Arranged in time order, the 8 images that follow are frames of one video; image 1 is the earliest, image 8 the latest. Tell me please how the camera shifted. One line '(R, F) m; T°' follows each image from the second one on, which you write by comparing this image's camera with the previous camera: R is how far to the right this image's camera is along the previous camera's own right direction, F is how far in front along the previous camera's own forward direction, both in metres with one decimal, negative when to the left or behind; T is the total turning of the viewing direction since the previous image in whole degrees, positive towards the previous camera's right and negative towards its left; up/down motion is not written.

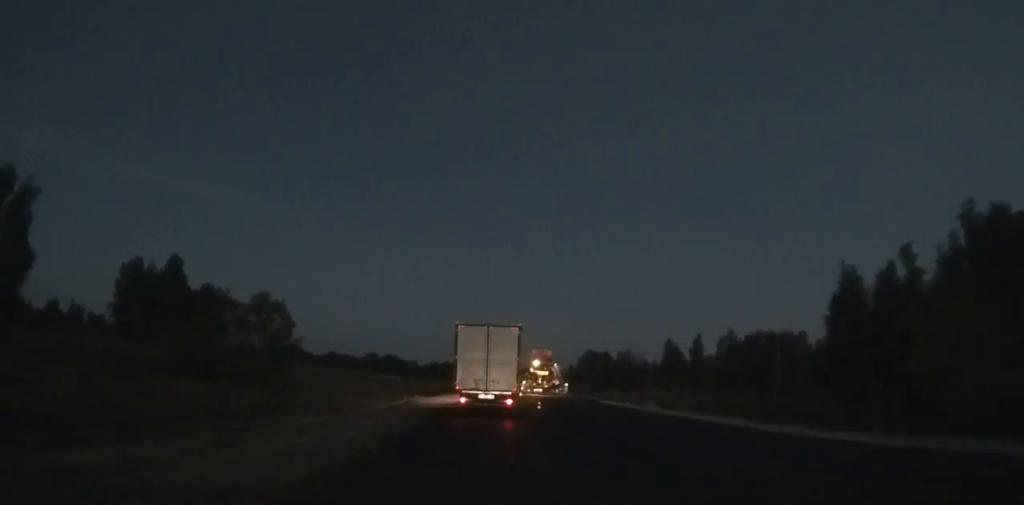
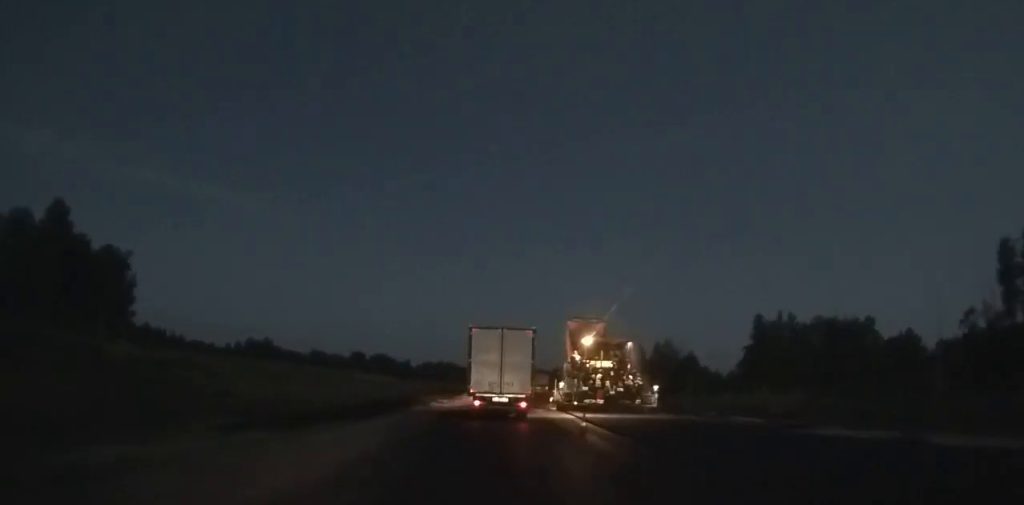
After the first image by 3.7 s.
(-0.2, +38.6) m; 0°
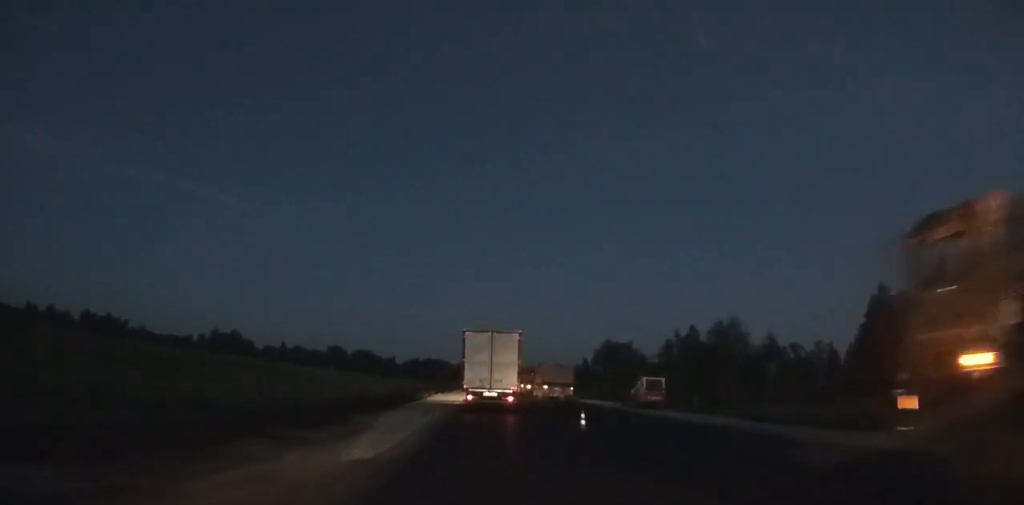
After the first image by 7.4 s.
(+0.5, +38.9) m; +1°
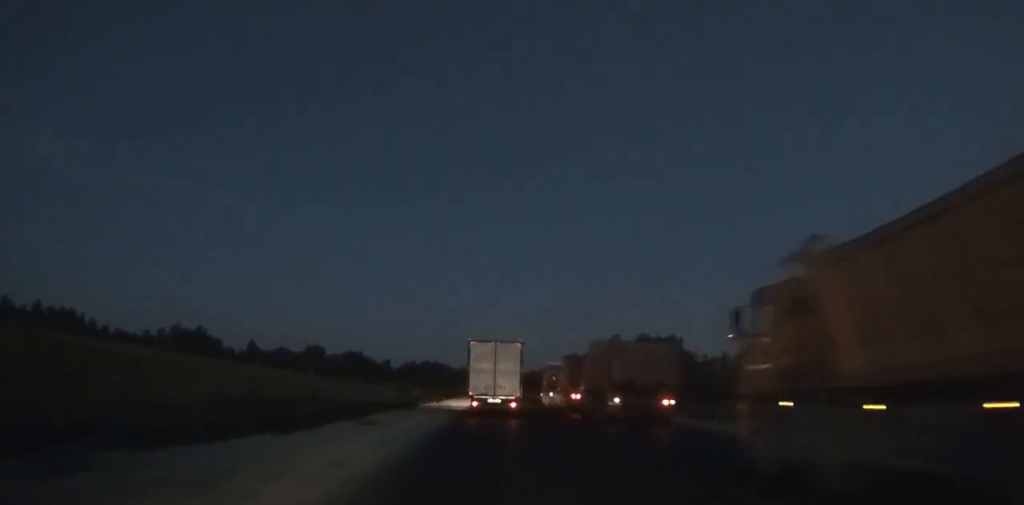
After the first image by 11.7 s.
(-0.8, +48.0) m; -2°
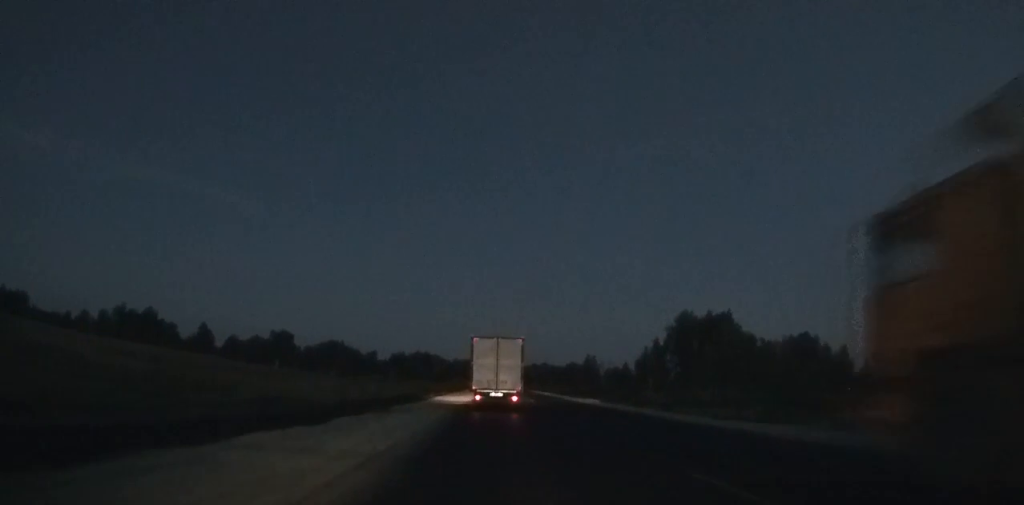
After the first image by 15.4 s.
(0.0, +44.8) m; 0°
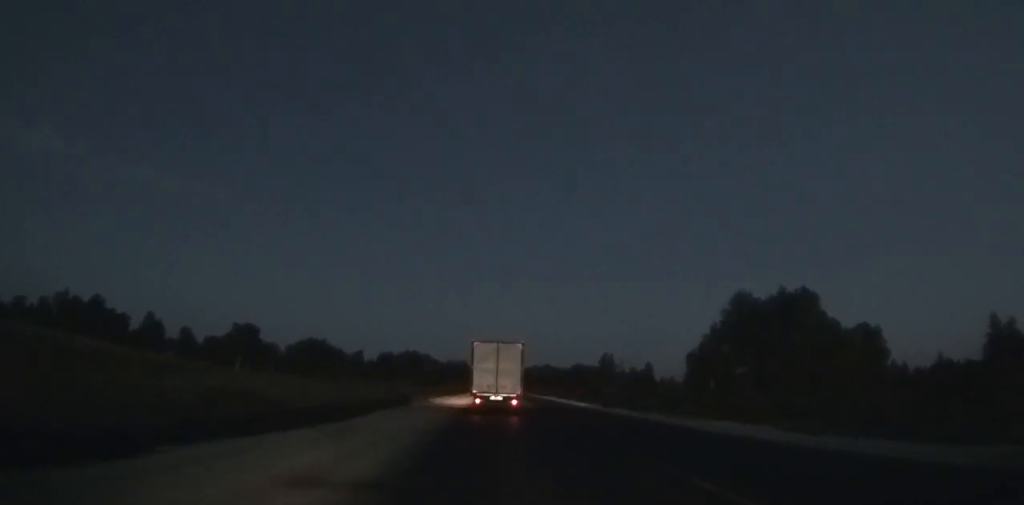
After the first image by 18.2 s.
(+0.1, +36.5) m; 0°
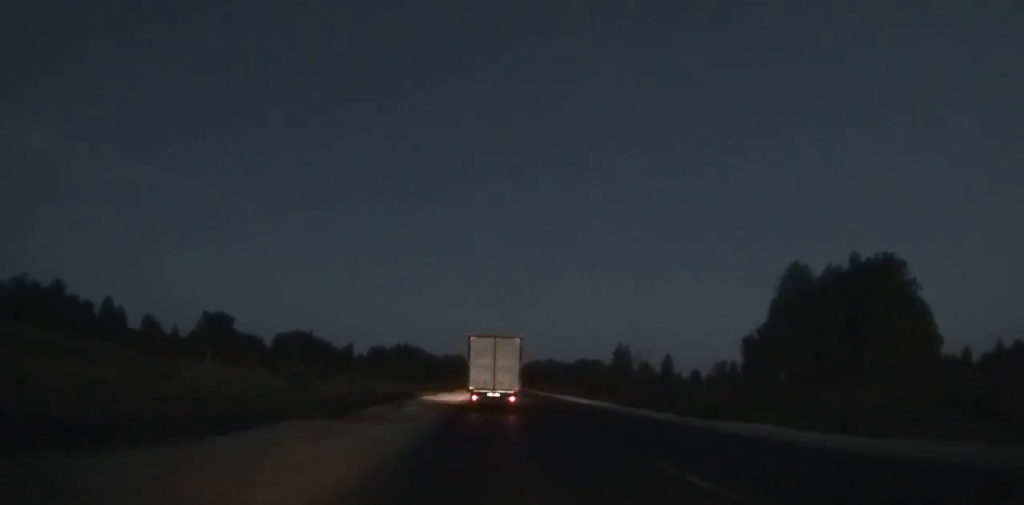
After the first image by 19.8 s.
(0.0, +21.8) m; 0°
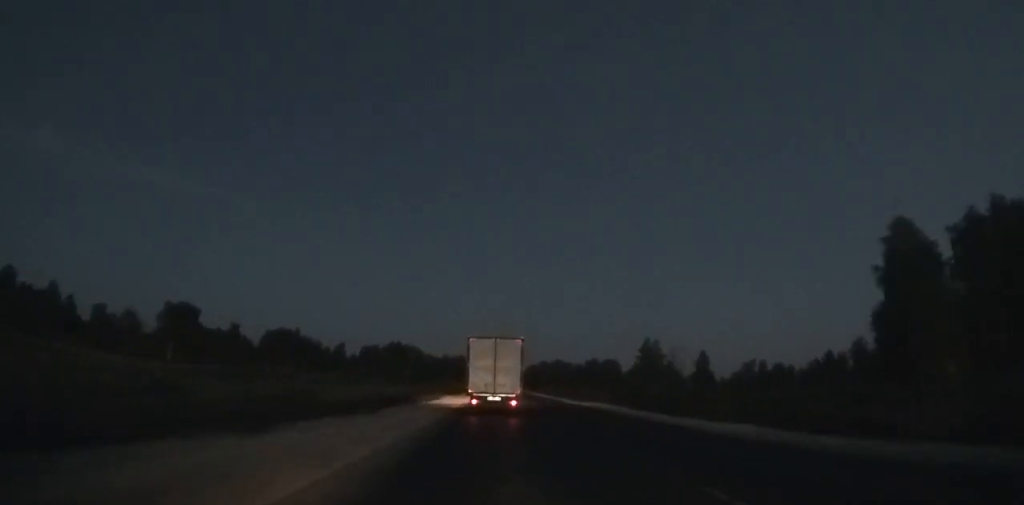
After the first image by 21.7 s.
(0.0, +26.4) m; 0°
